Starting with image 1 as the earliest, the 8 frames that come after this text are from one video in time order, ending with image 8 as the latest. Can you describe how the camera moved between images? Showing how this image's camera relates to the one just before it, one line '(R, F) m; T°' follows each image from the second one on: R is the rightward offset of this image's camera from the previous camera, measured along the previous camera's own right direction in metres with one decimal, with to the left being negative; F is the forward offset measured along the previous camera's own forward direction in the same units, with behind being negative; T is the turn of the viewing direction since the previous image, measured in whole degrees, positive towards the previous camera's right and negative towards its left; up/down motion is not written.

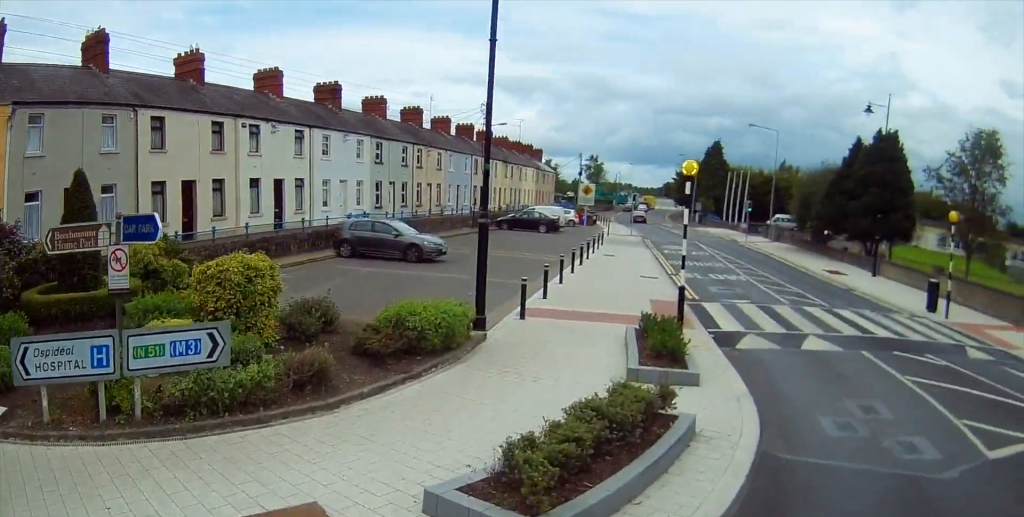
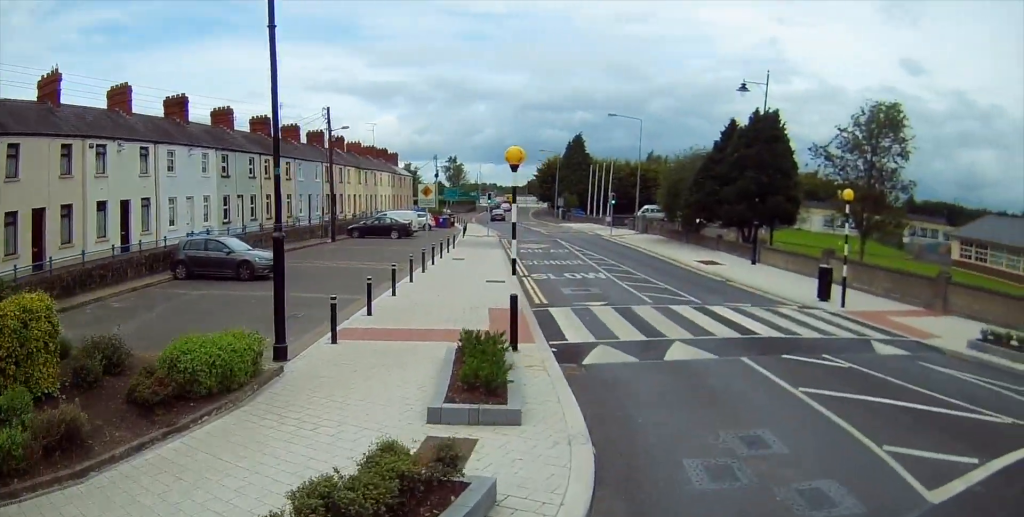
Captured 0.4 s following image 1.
(0.0, +1.9) m; 0°
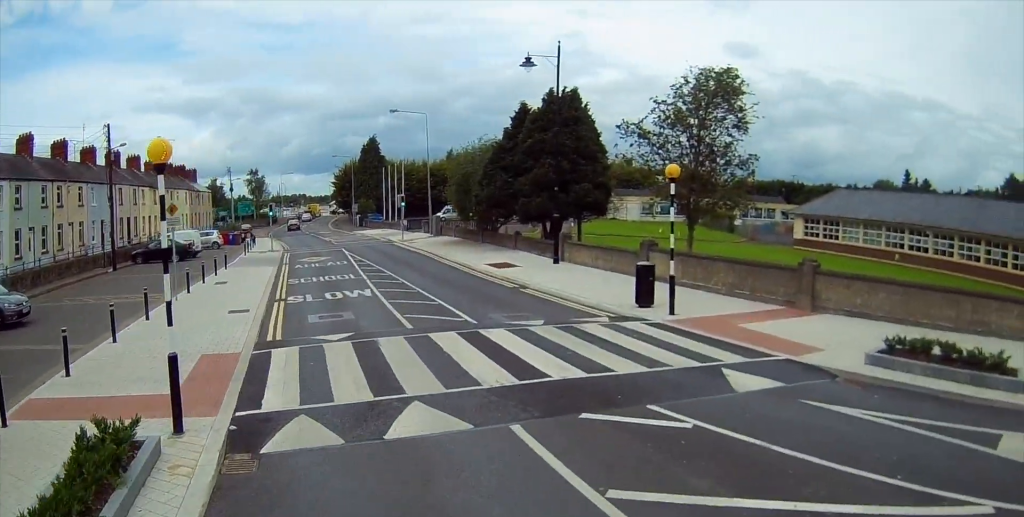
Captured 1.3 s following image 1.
(0.0, +3.9) m; +5°
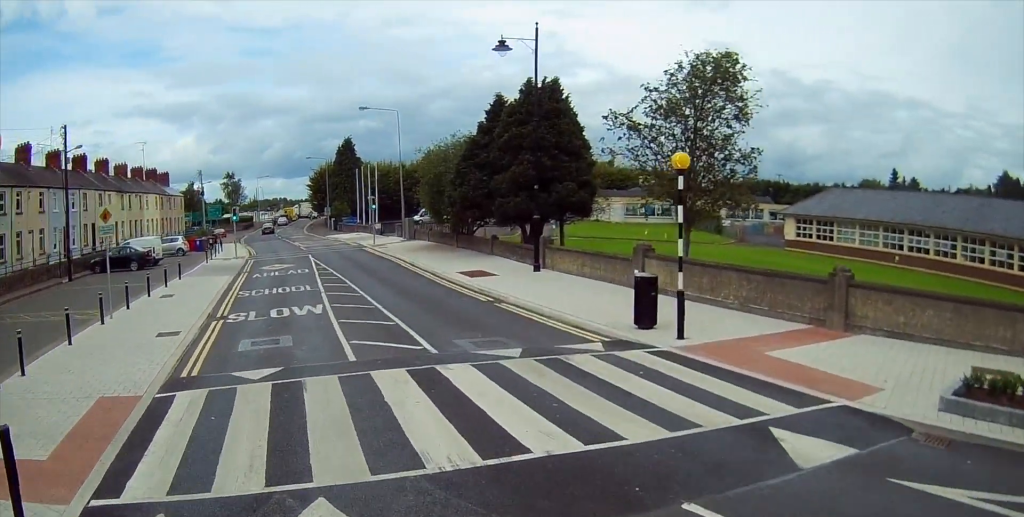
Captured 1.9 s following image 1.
(+0.1, +2.7) m; +4°
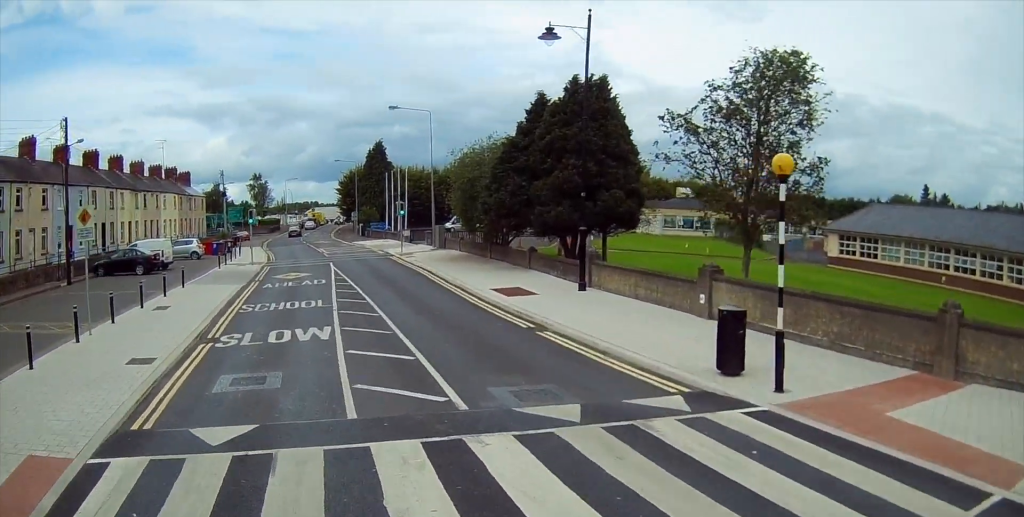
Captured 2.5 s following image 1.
(+0.2, +2.5) m; +3°
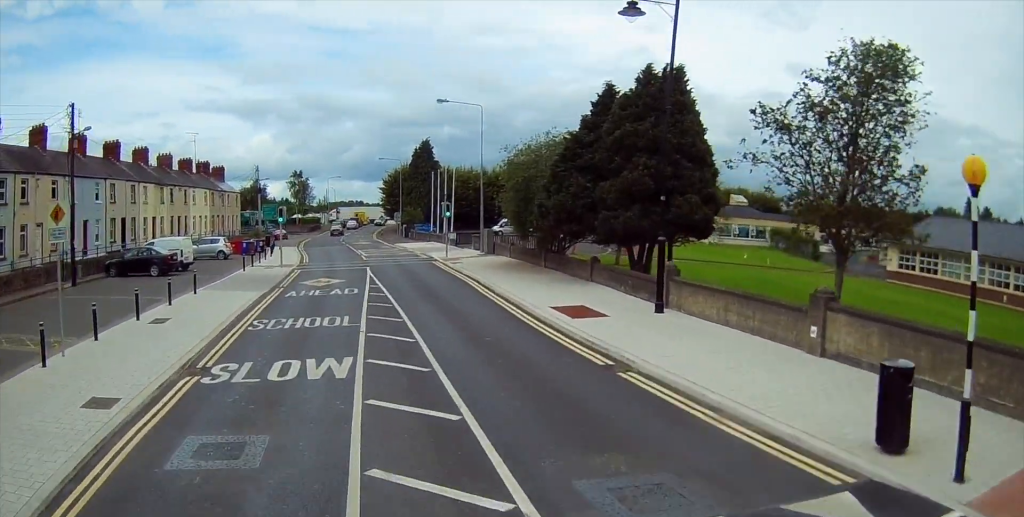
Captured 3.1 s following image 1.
(+0.1, +3.0) m; +2°
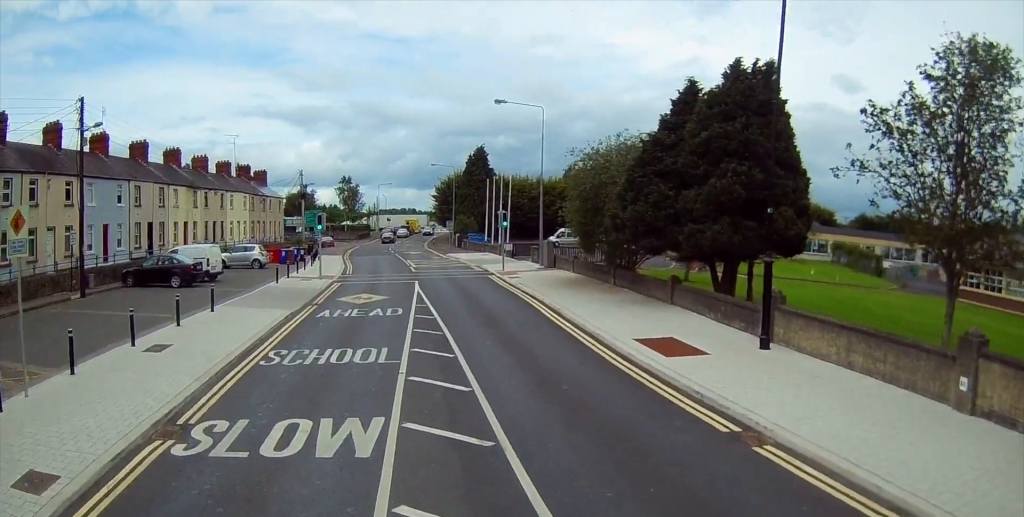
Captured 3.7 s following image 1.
(0.0, +3.2) m; 0°
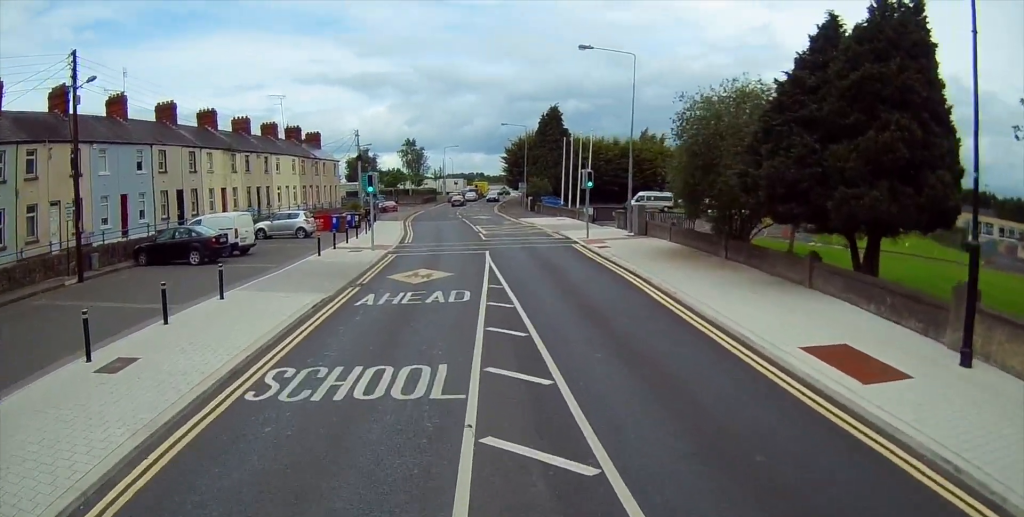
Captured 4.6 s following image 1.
(0.0, +5.0) m; 0°
